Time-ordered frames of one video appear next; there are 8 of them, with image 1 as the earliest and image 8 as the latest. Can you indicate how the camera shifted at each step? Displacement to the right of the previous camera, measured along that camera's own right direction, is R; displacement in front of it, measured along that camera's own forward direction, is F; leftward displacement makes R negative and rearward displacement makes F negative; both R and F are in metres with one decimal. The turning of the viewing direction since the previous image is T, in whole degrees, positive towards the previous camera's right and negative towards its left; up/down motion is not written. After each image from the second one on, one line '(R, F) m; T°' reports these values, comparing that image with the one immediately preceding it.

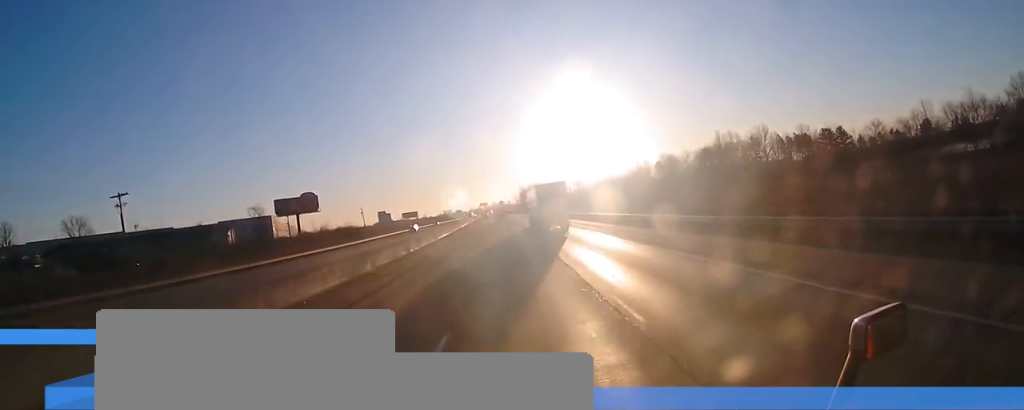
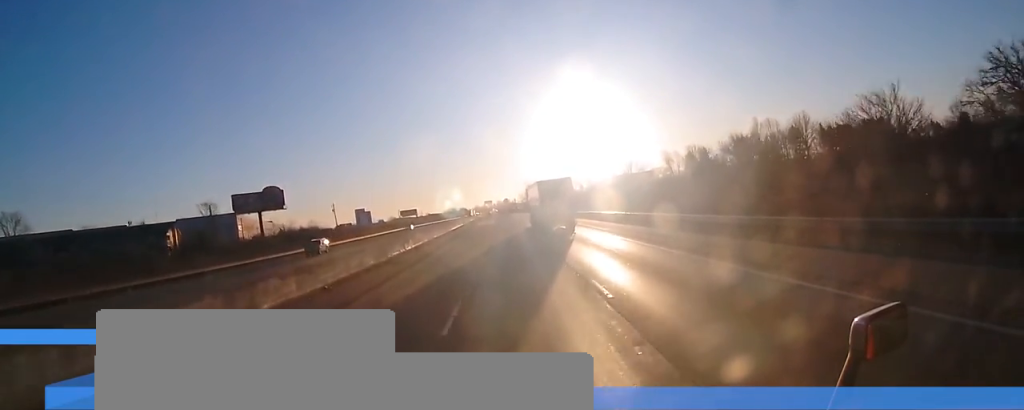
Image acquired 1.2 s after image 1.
(0.0, +33.7) m; -1°
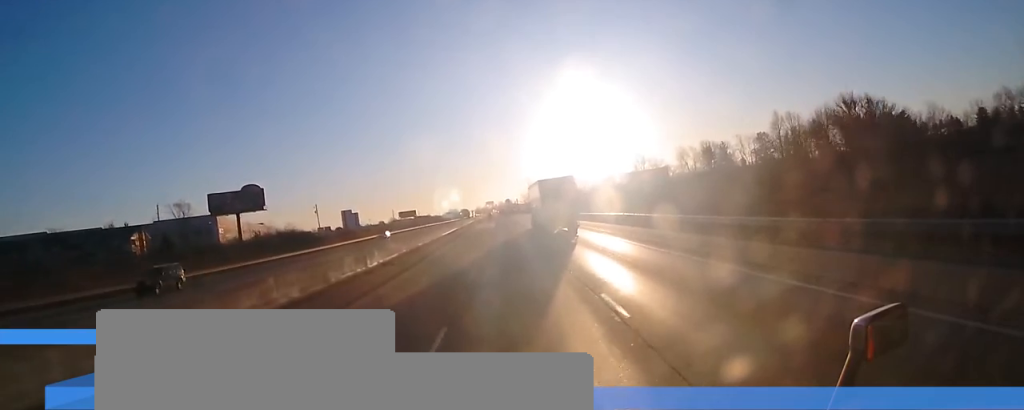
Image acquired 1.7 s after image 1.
(-0.2, +14.9) m; -1°
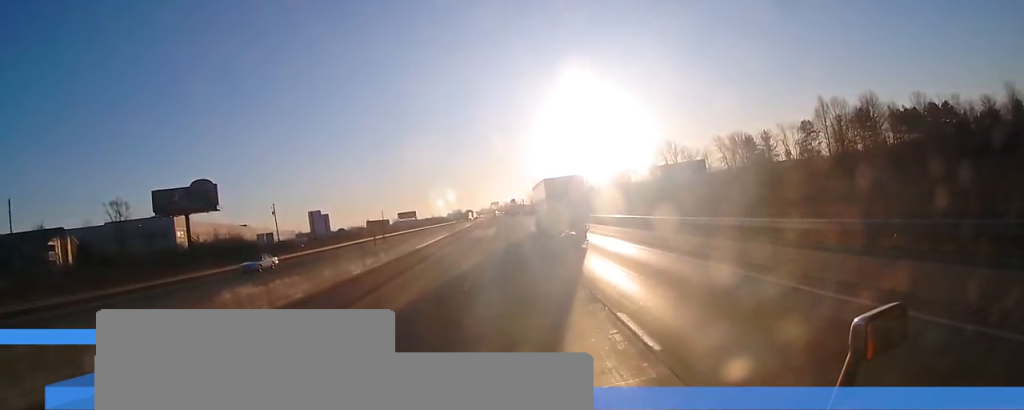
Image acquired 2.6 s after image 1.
(-0.3, +26.9) m; -1°
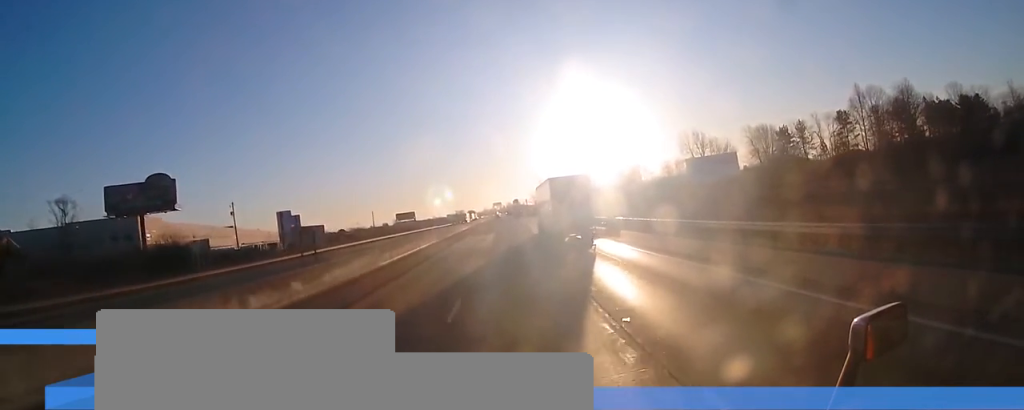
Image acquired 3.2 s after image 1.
(0.0, +17.4) m; 0°
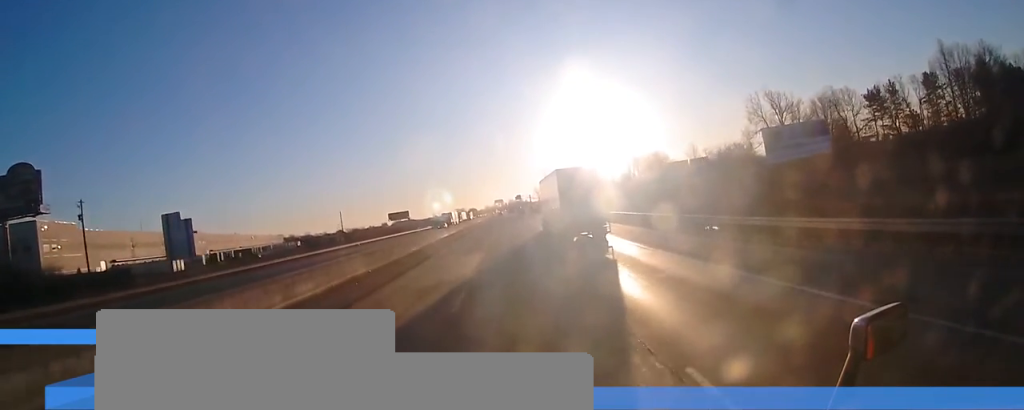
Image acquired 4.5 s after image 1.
(-0.4, +36.0) m; -1°
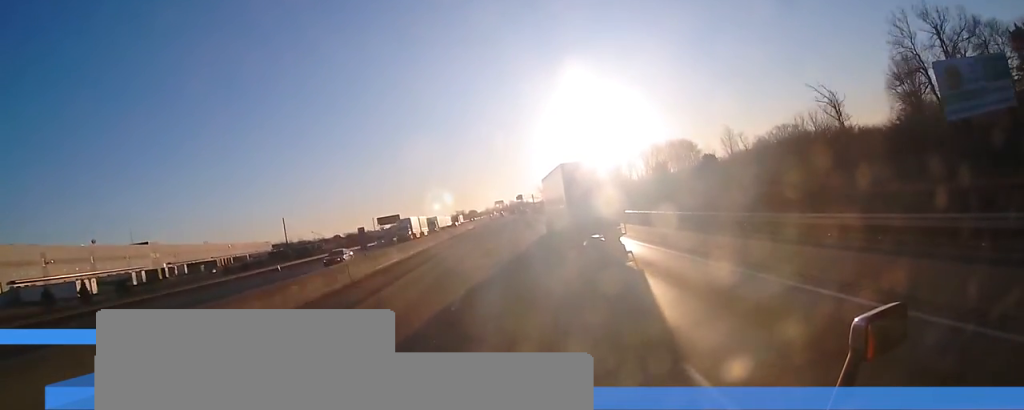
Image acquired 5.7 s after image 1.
(+0.3, +36.4) m; +1°
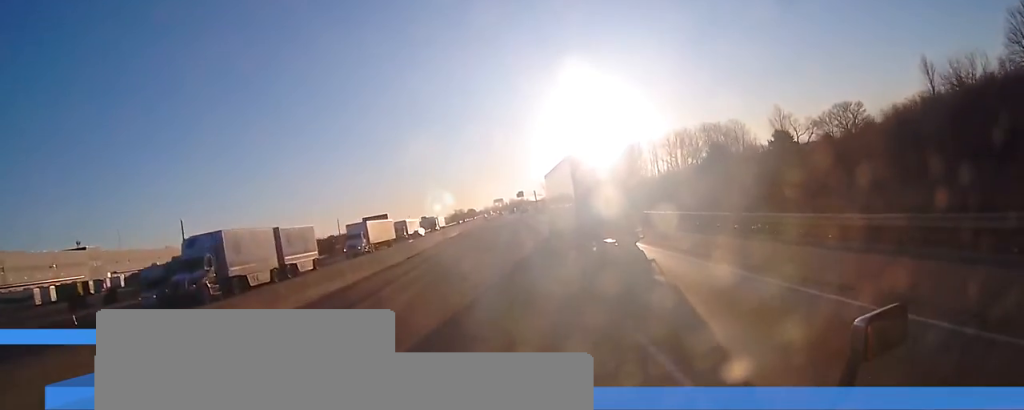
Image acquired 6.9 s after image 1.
(-0.2, +35.4) m; -1°
